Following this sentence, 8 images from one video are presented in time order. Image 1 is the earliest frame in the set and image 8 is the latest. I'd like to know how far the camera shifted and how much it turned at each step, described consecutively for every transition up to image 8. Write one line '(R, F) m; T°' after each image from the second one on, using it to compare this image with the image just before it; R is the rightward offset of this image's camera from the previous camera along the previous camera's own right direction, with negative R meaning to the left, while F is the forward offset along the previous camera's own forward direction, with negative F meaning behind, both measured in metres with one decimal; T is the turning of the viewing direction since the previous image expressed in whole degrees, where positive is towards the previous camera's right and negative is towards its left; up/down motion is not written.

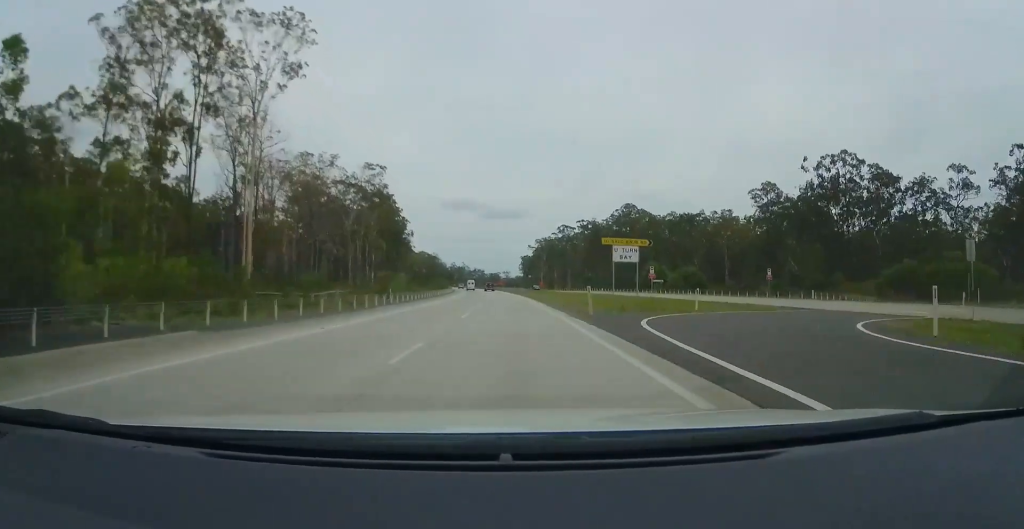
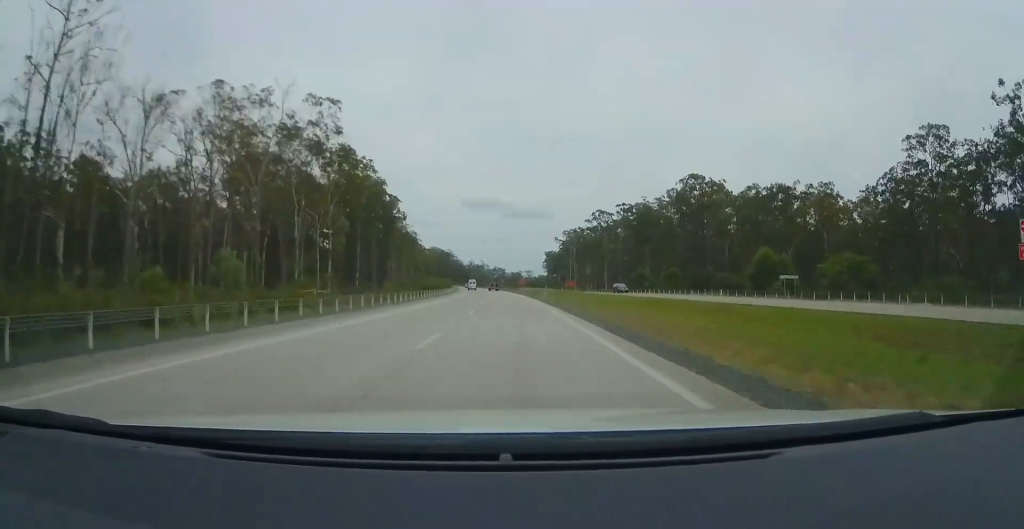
(-1.1, +46.3) m; -3°
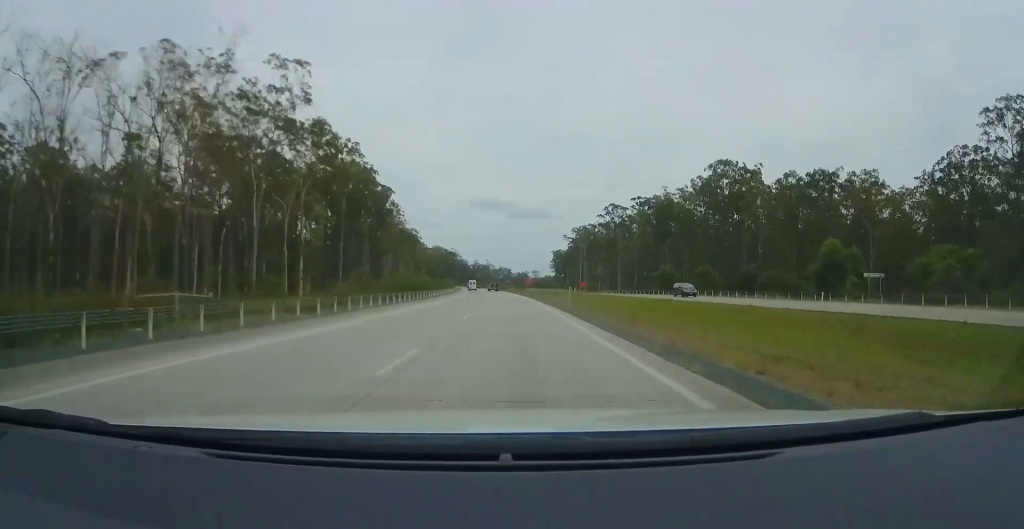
(-0.1, +15.8) m; -1°
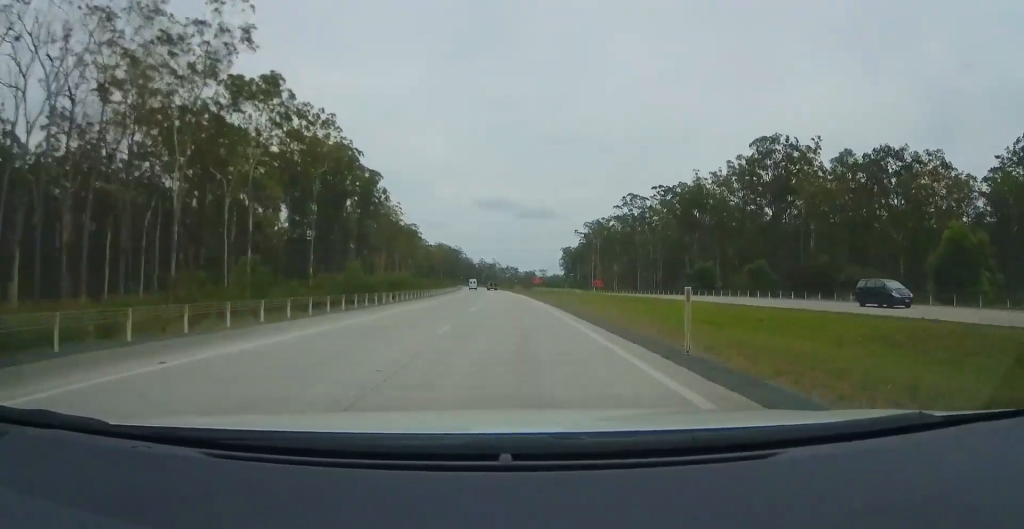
(-0.1, +18.2) m; 0°
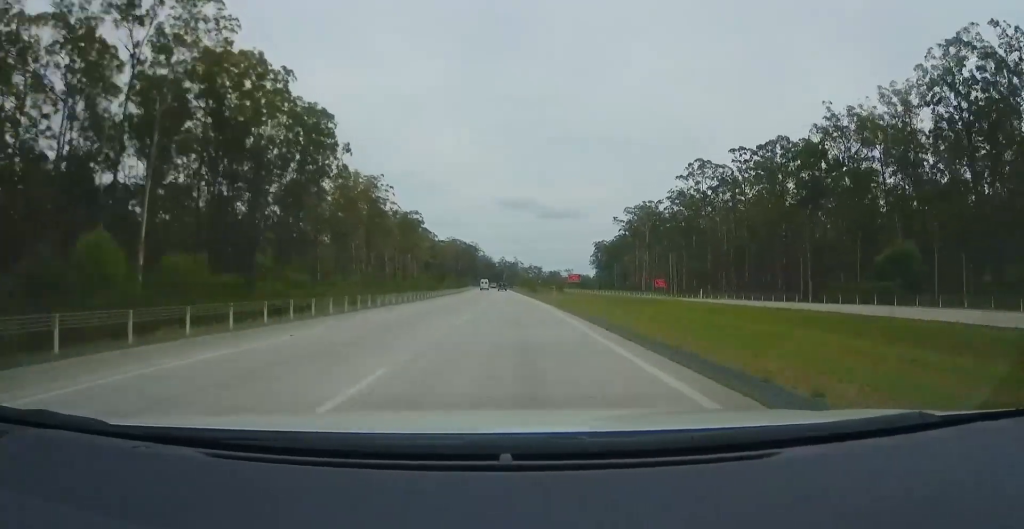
(0.0, +43.6) m; -1°
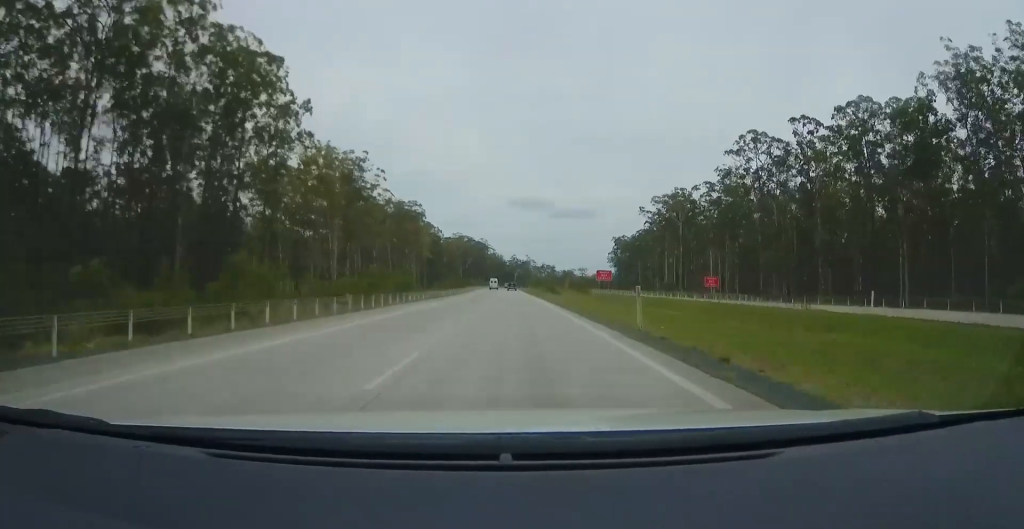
(-0.3, +23.3) m; -2°
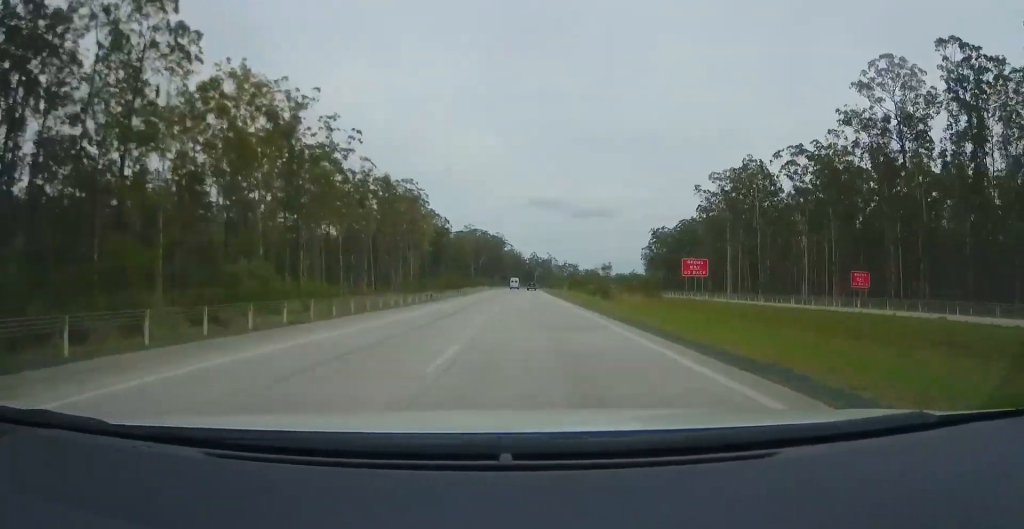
(-1.0, +34.9) m; -3°
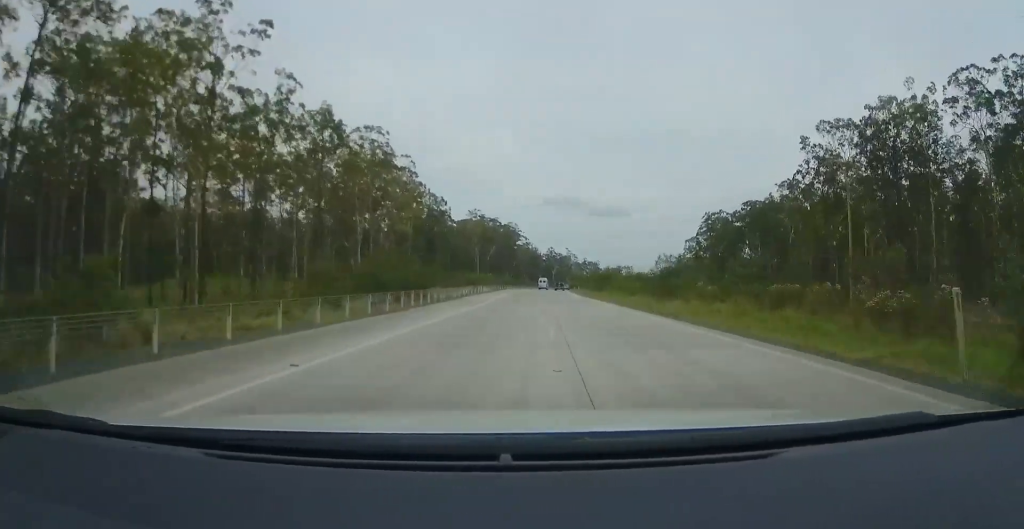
(-0.8, +45.2) m; -1°
